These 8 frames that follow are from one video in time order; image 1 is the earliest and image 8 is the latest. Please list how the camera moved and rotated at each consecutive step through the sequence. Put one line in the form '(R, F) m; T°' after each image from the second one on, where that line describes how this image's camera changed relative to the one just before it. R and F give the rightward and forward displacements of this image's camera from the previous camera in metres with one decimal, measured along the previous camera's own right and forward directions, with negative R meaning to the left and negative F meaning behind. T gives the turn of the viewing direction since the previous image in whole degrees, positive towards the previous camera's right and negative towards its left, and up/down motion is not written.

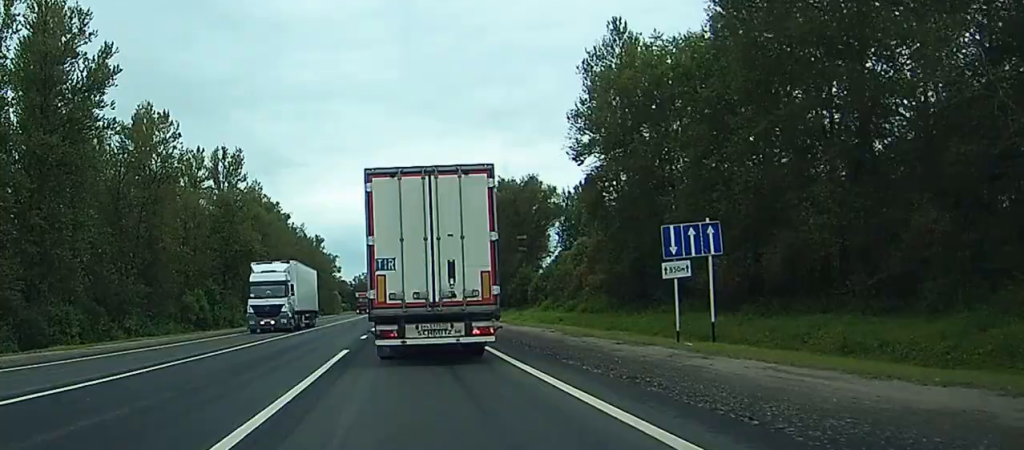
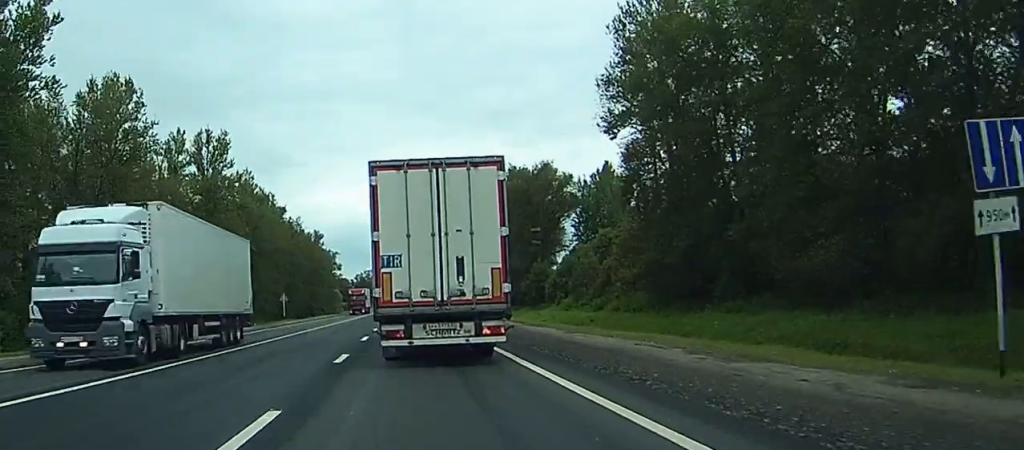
(0.0, +13.7) m; 0°
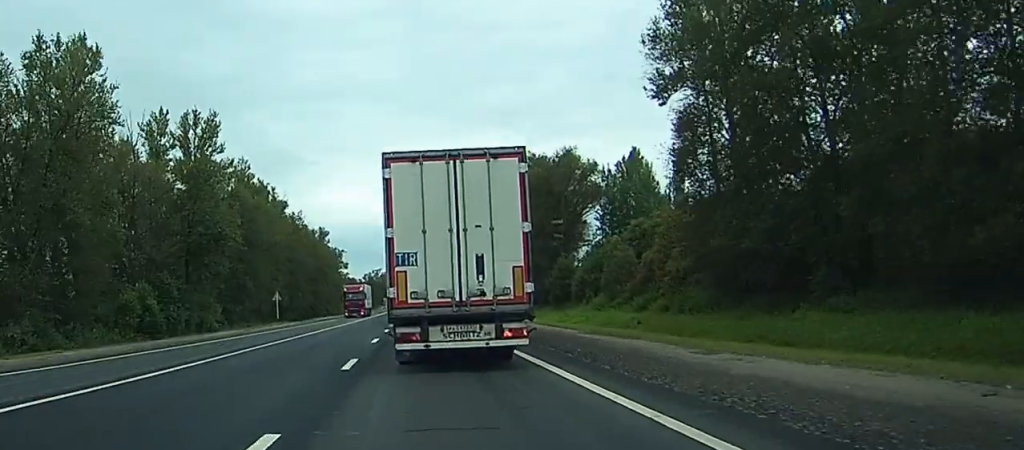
(0.0, +13.3) m; 0°
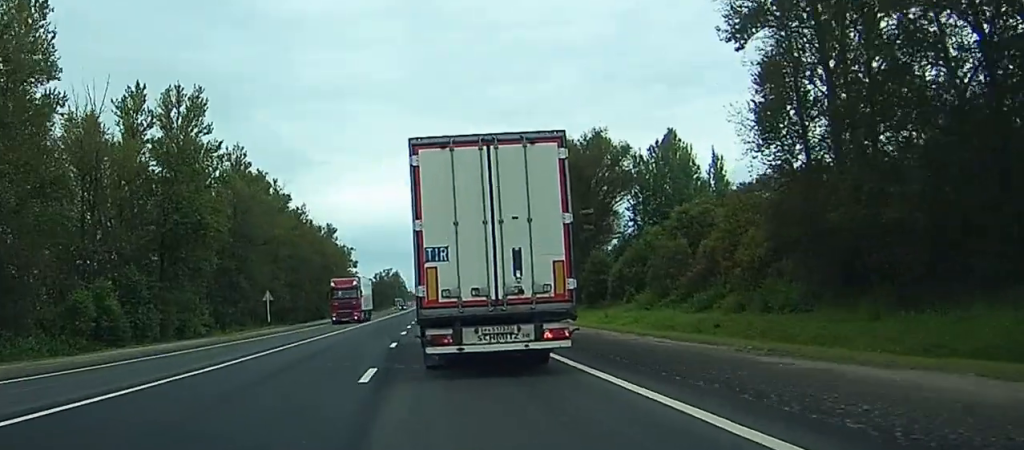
(0.0, +14.2) m; 0°
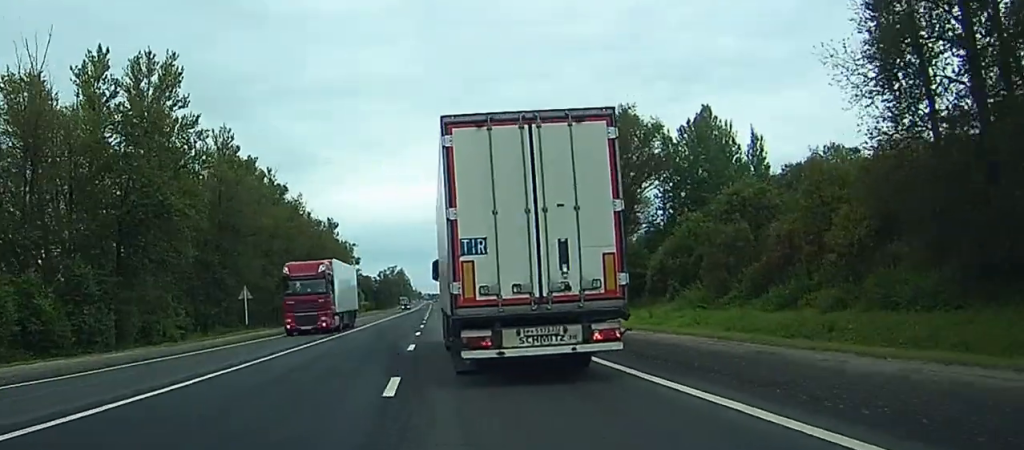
(-0.1, +13.8) m; 0°
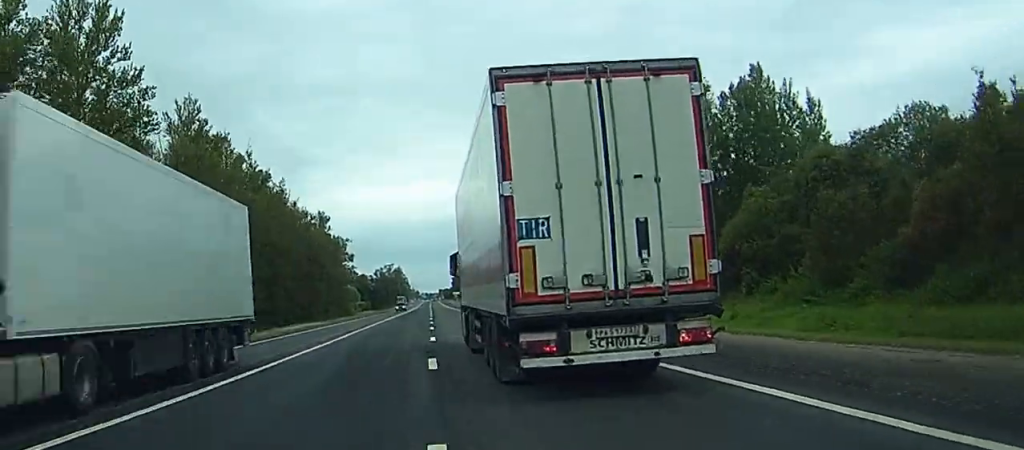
(-0.1, +18.7) m; 0°
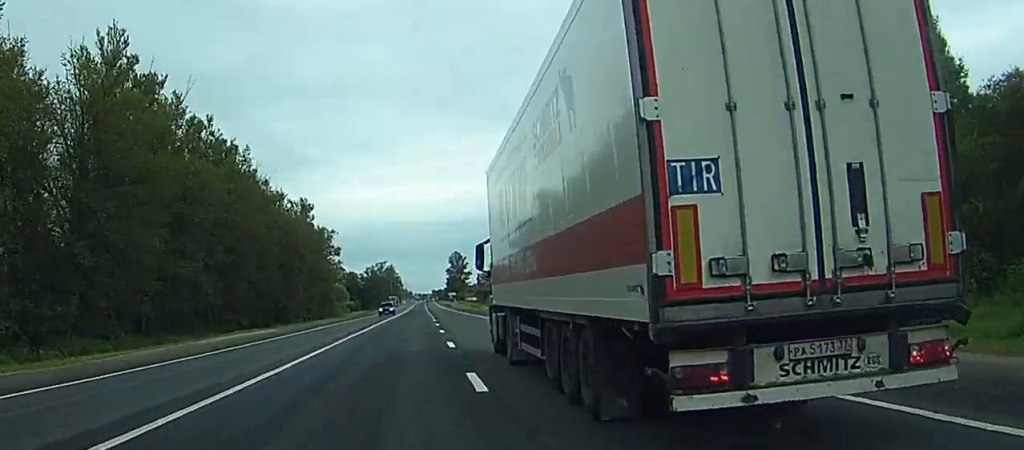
(-0.1, +27.3) m; 0°
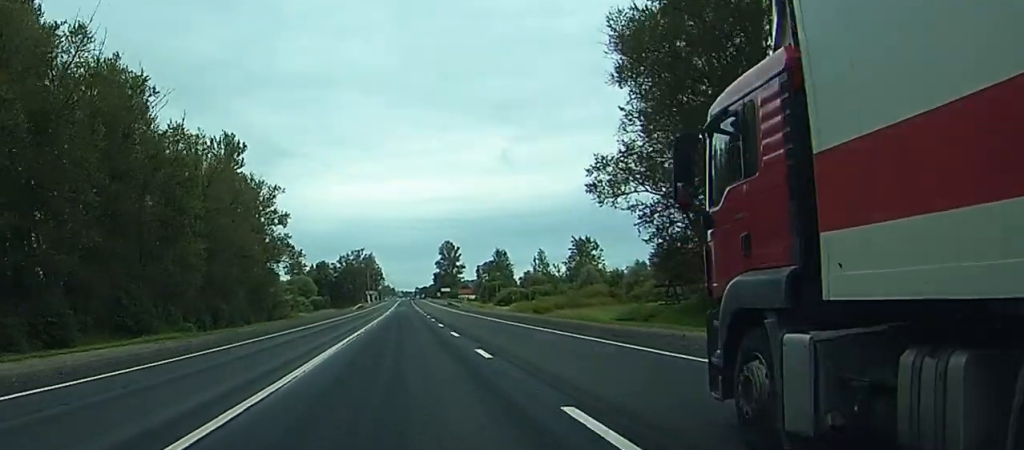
(+0.3, +75.4) m; 0°
